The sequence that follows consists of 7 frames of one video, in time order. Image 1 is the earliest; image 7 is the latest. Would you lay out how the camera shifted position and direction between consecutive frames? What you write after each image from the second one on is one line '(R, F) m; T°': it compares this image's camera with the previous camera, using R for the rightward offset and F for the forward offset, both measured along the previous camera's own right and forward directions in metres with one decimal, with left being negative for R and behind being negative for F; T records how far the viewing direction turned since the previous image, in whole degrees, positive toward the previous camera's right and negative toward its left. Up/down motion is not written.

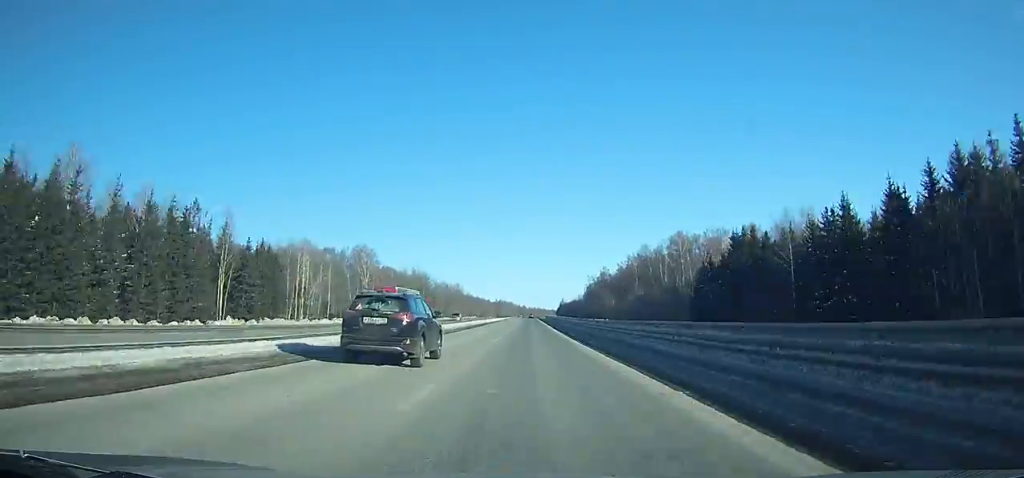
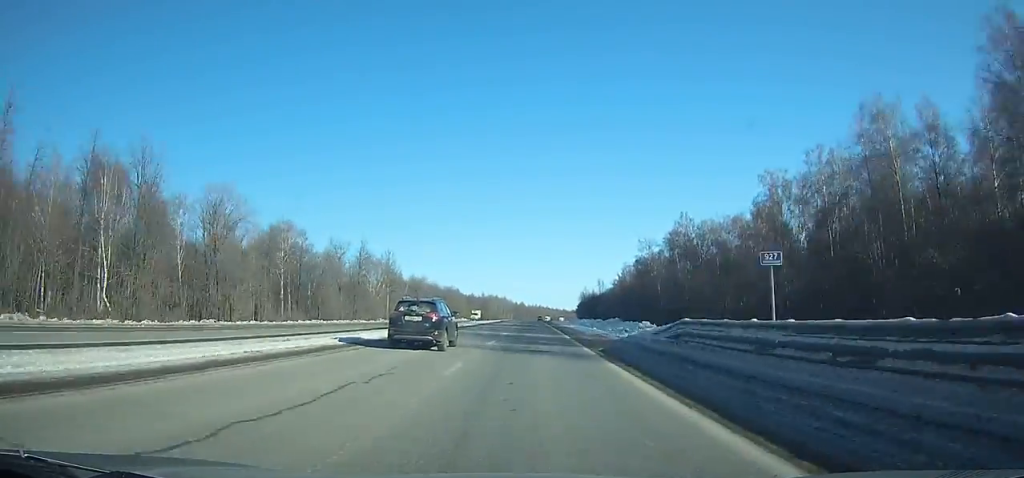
(+1.0, +156.7) m; +1°
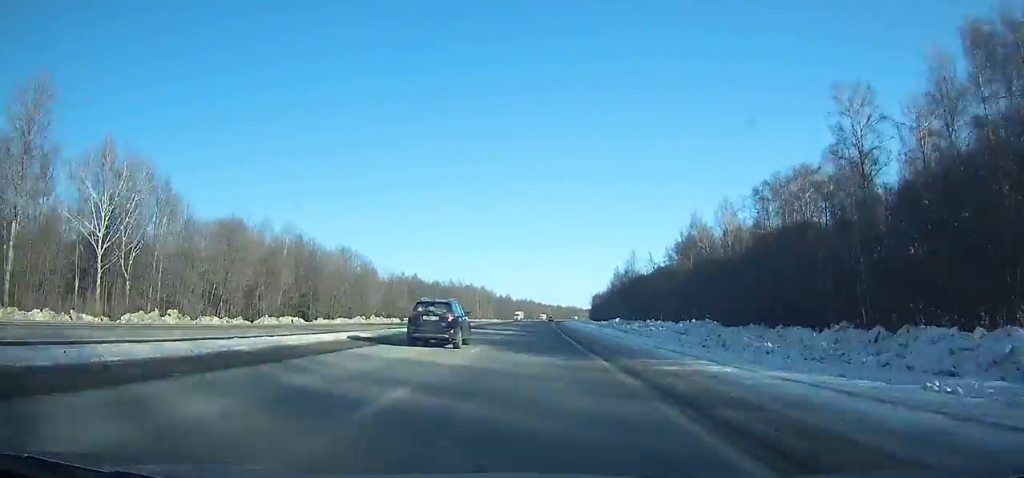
(+0.6, +127.9) m; +1°
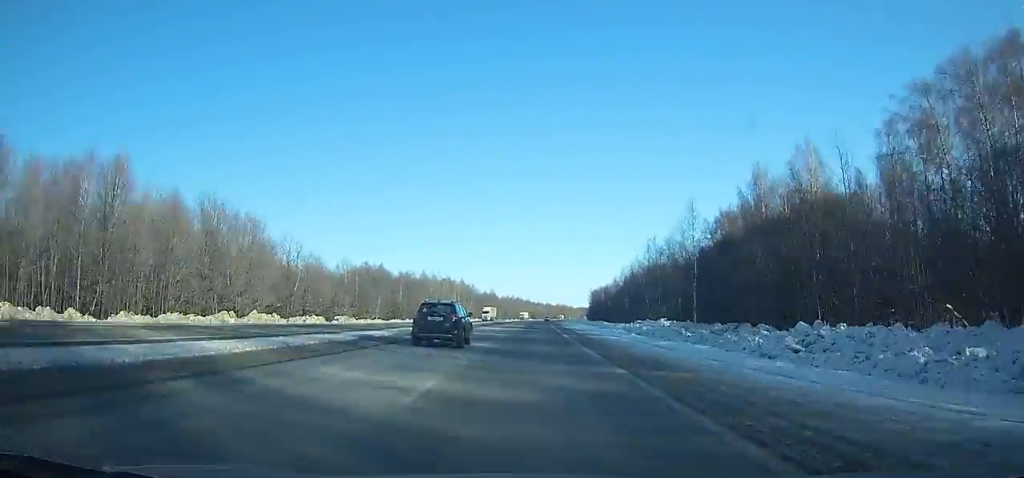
(+0.5, +45.0) m; +1°
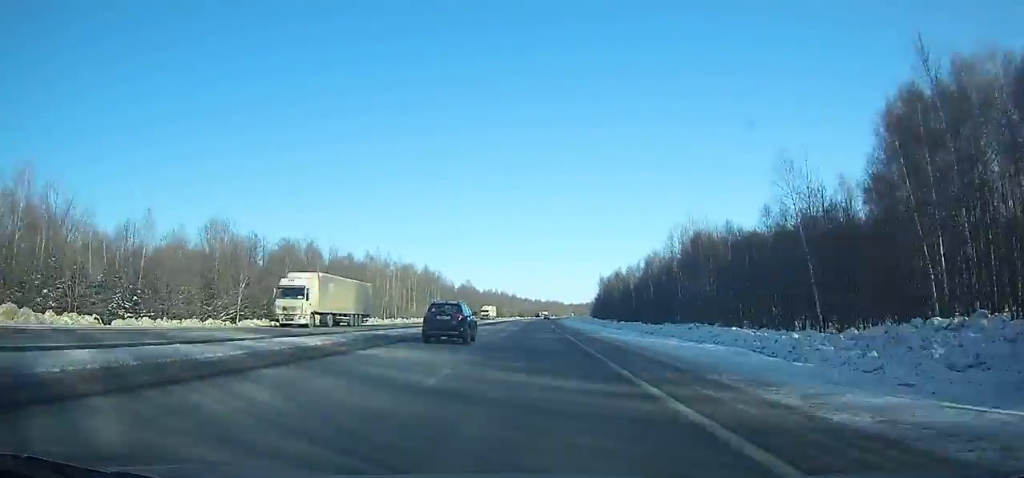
(+0.7, +68.9) m; +1°
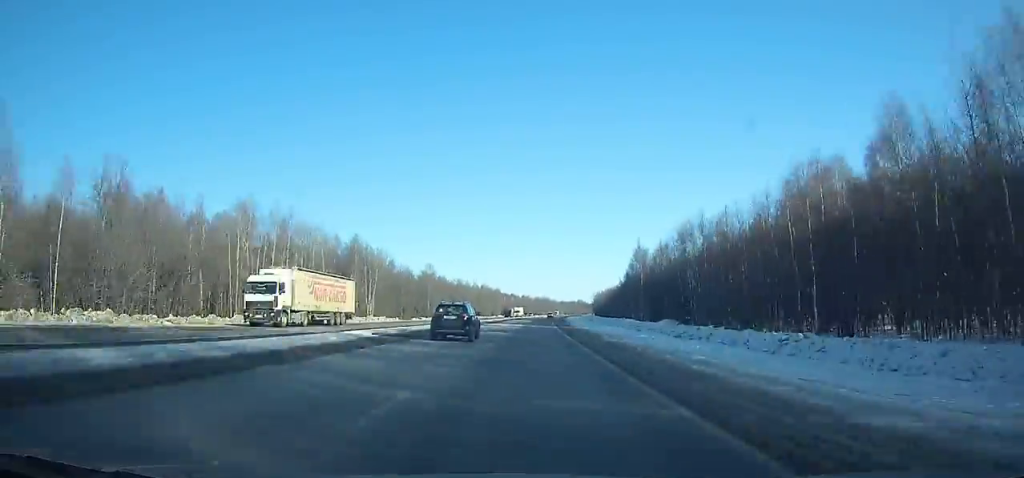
(+0.7, +71.1) m; +1°
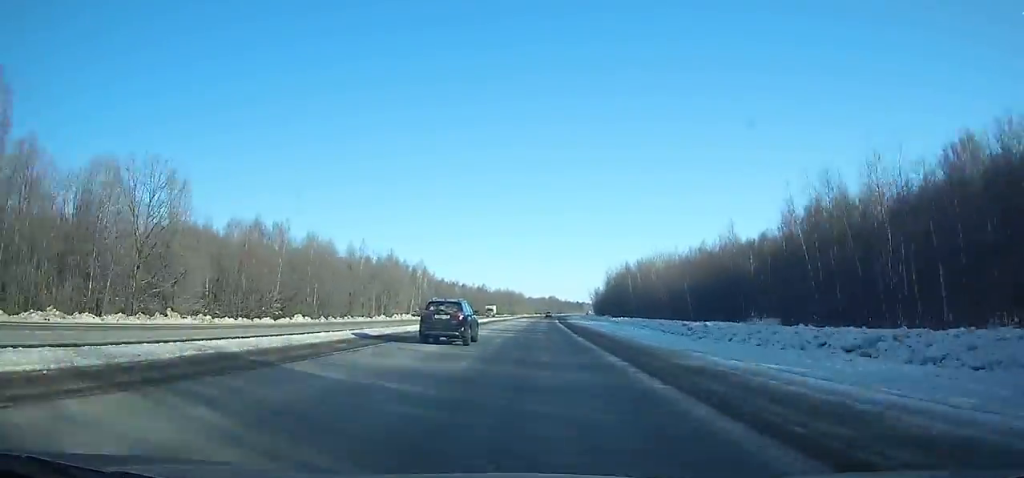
(+4.6, +161.7) m; +4°
